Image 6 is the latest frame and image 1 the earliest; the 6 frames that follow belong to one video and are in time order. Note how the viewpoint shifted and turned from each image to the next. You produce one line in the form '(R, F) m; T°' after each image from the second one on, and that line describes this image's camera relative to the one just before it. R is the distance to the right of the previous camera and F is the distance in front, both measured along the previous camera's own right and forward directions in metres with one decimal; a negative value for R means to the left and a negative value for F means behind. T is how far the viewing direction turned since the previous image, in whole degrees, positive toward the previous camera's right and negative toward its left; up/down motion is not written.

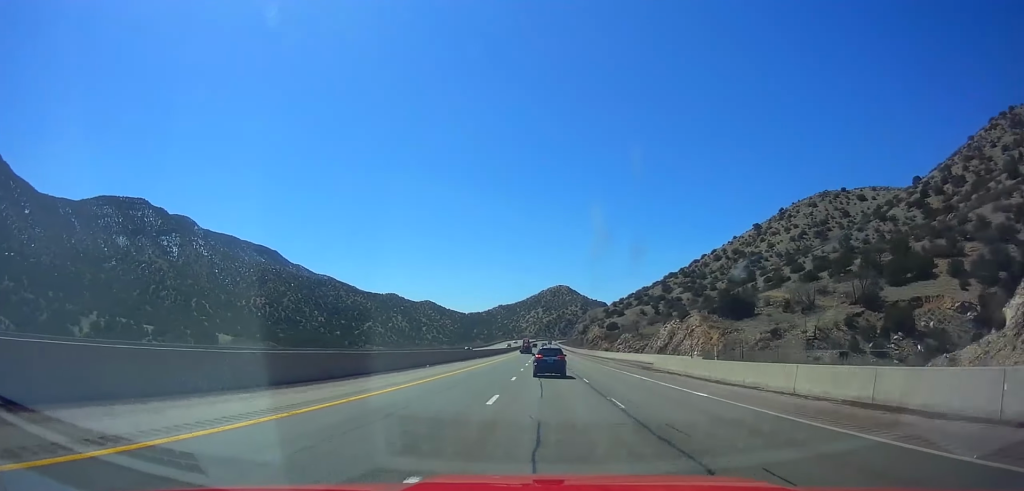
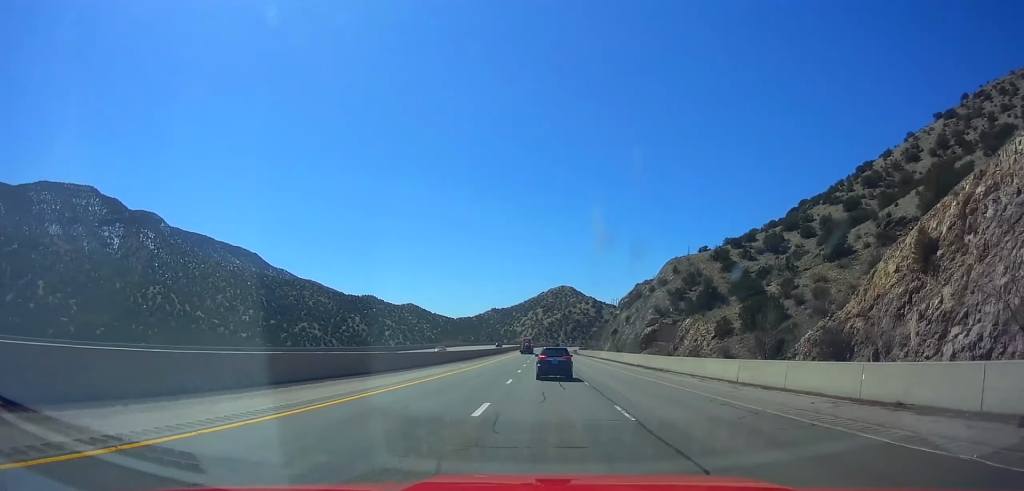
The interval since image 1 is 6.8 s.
(0.0, +233.3) m; 0°
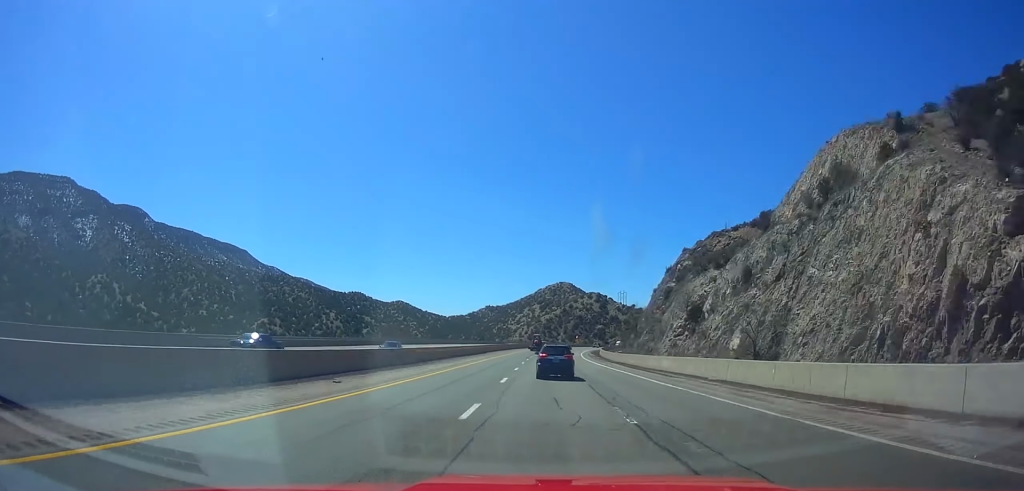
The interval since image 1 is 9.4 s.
(-0.3, +86.9) m; +1°
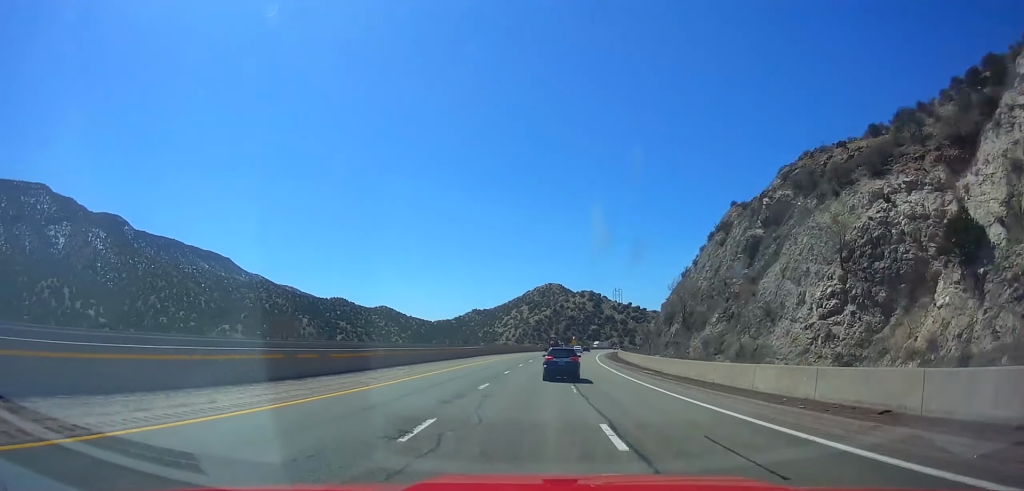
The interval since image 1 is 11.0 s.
(+0.5, +52.2) m; +1°
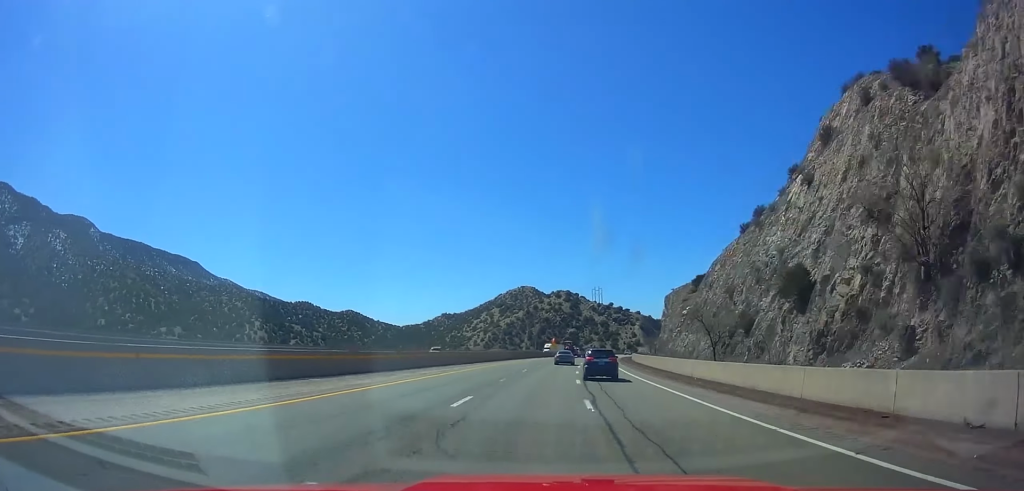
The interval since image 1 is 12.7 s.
(+0.5, +54.8) m; +2°
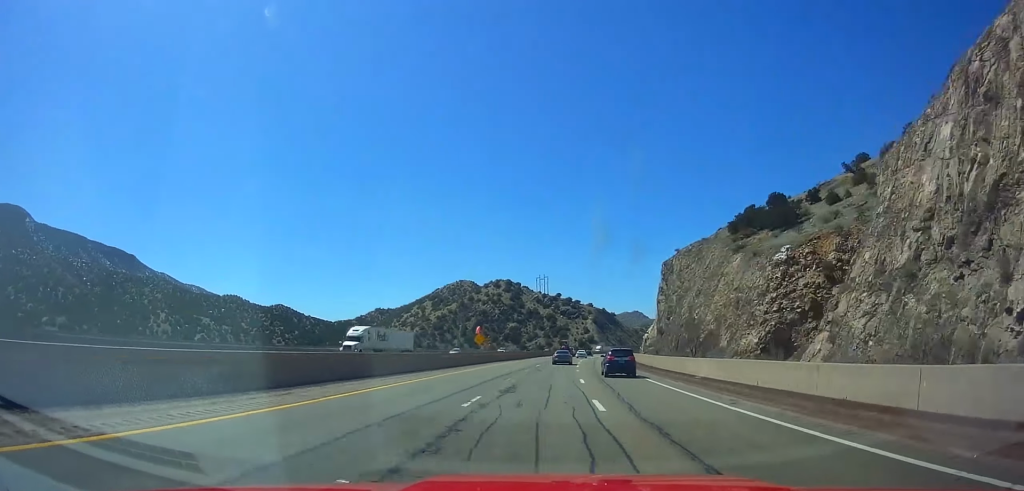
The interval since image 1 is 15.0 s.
(0.0, +72.7) m; +4°
